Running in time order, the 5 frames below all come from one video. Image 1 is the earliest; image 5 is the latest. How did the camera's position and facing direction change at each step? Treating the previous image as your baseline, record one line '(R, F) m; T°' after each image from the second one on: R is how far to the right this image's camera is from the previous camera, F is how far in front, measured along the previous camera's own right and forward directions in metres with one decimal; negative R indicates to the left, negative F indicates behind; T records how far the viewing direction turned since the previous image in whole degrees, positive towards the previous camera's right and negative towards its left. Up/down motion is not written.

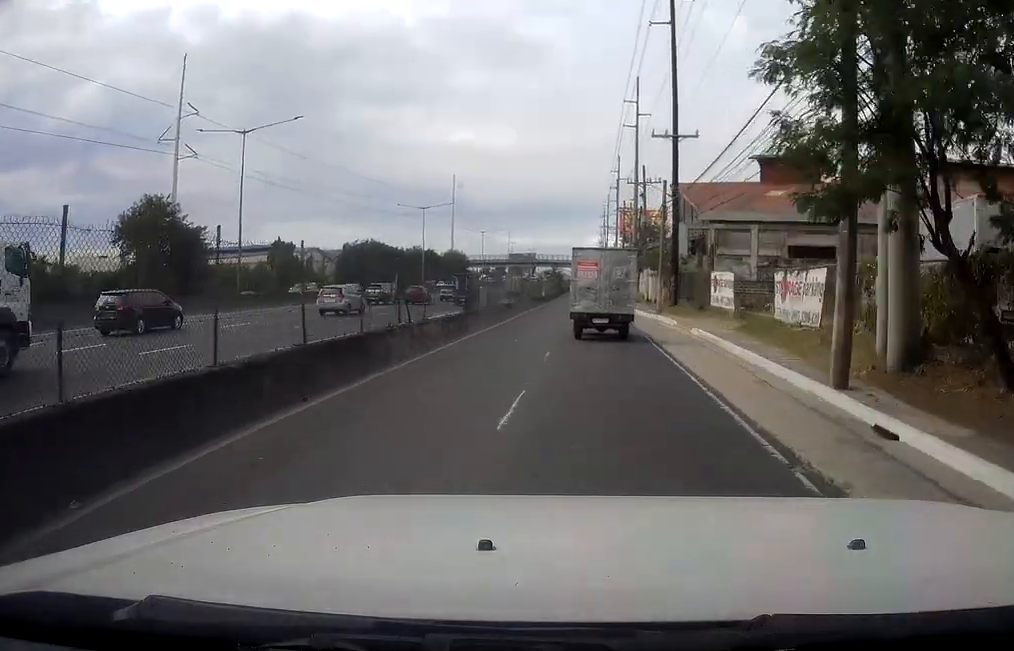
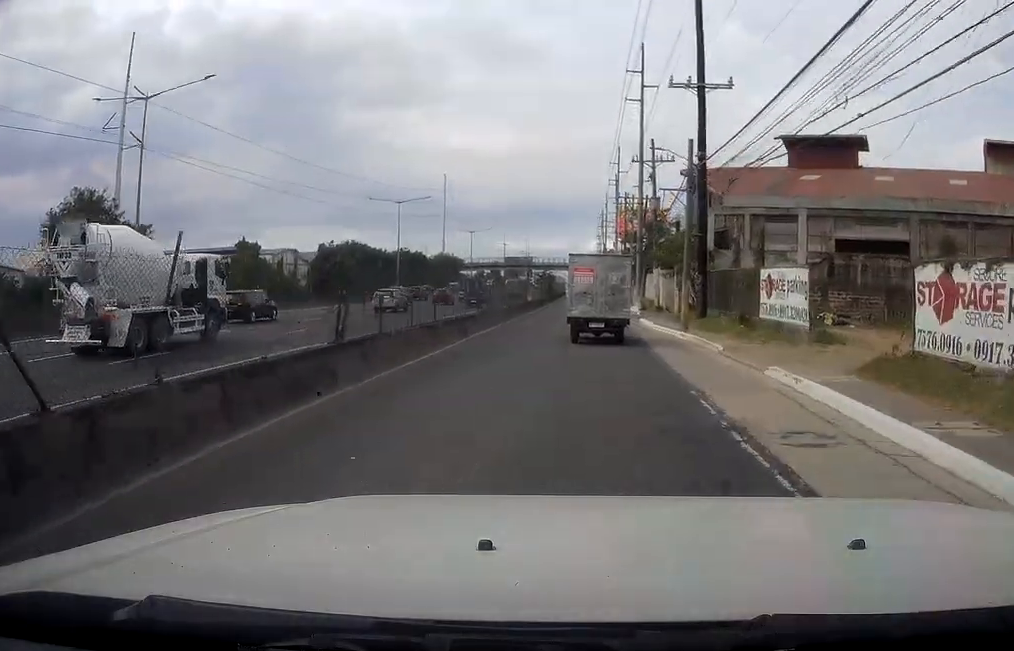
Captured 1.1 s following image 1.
(+0.1, +13.9) m; +2°
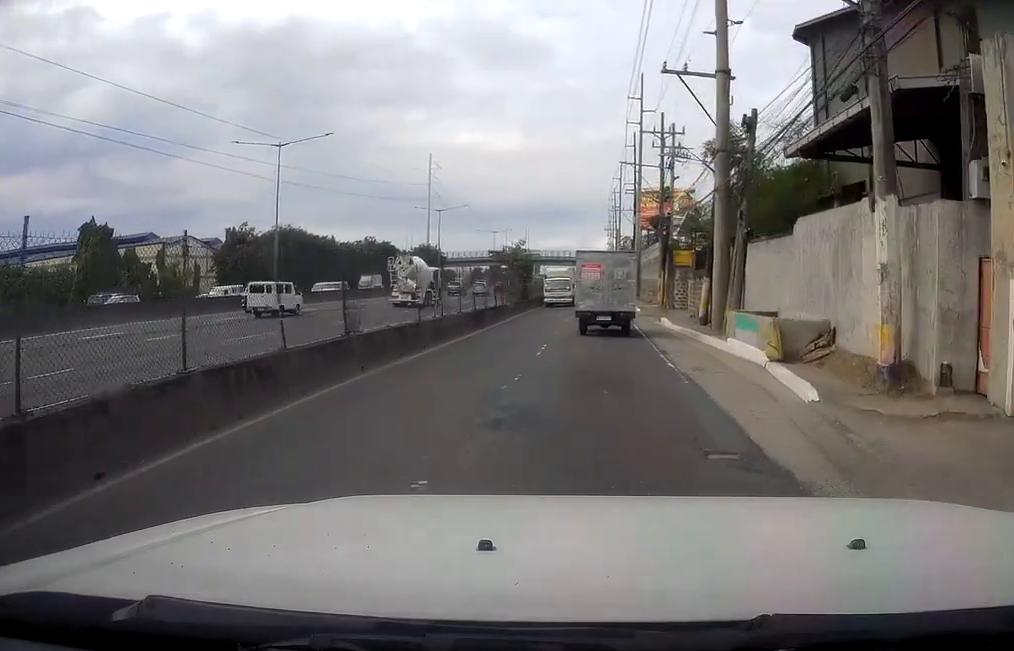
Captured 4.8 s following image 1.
(+0.8, +43.1) m; 0°
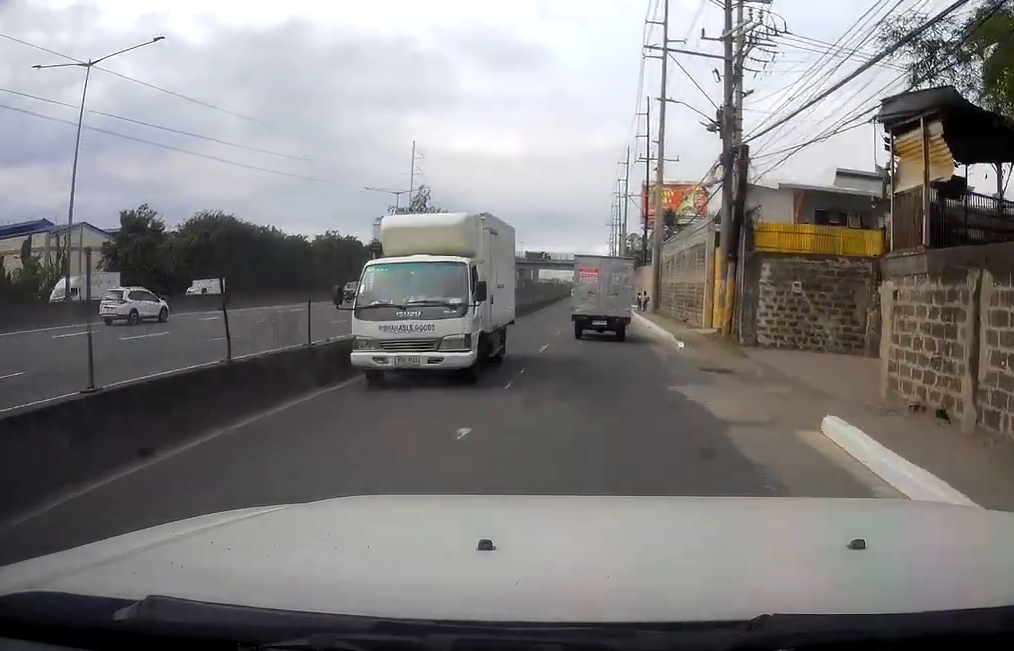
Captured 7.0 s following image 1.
(0.0, +26.2) m; 0°
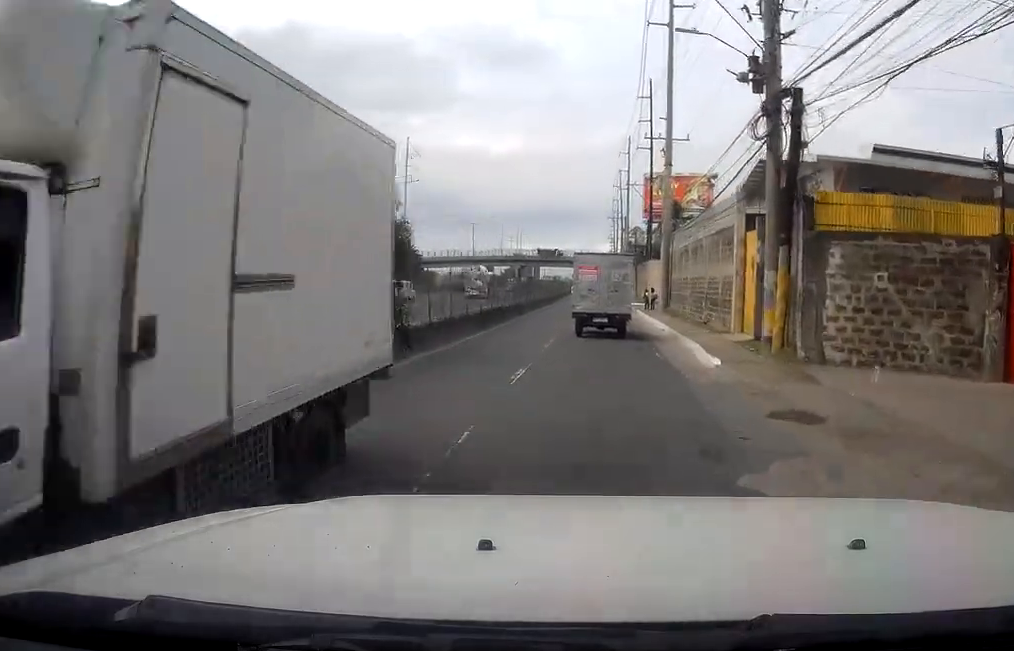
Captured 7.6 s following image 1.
(0.0, +6.6) m; 0°
